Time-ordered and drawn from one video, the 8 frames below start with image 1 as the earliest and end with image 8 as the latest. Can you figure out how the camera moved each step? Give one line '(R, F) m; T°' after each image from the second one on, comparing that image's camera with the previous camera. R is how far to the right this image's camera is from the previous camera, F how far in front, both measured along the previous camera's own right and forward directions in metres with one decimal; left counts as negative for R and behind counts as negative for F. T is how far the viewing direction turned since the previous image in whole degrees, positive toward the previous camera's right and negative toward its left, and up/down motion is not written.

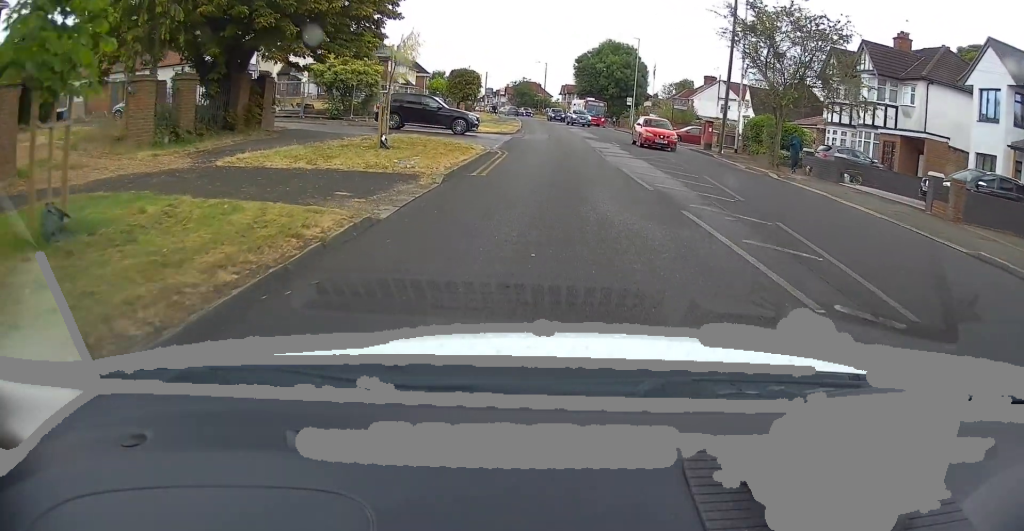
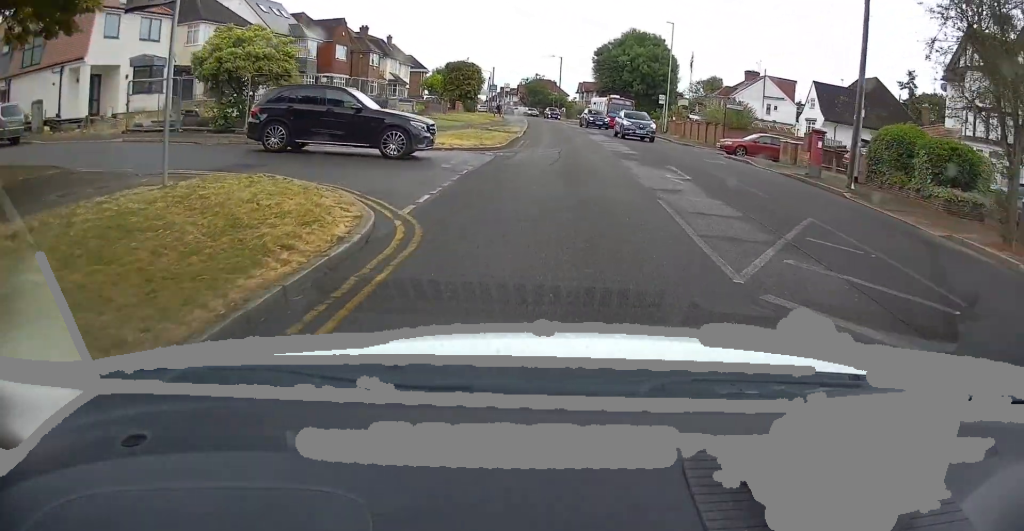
(-0.1, +13.2) m; -1°
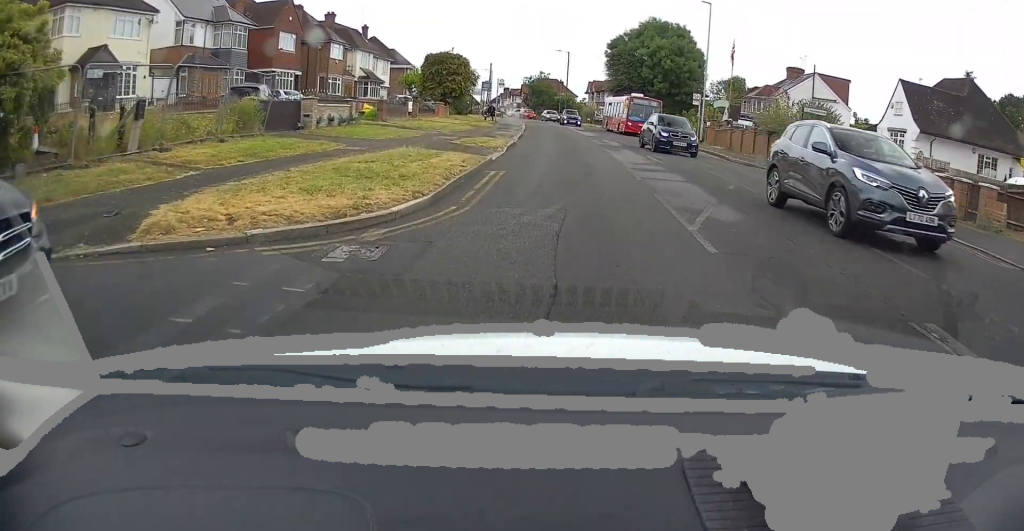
(0.0, +13.0) m; 0°
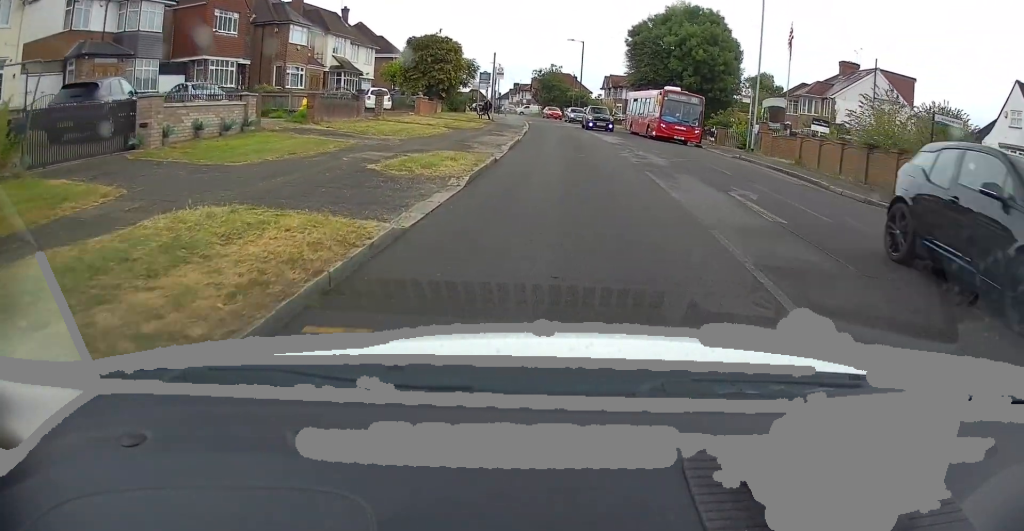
(0.0, +10.3) m; 0°
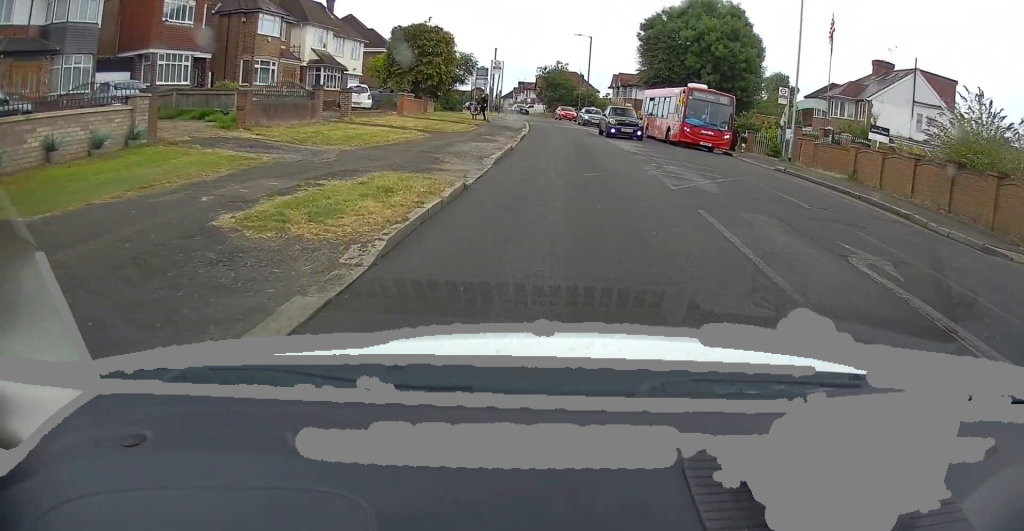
(0.0, +5.7) m; 0°
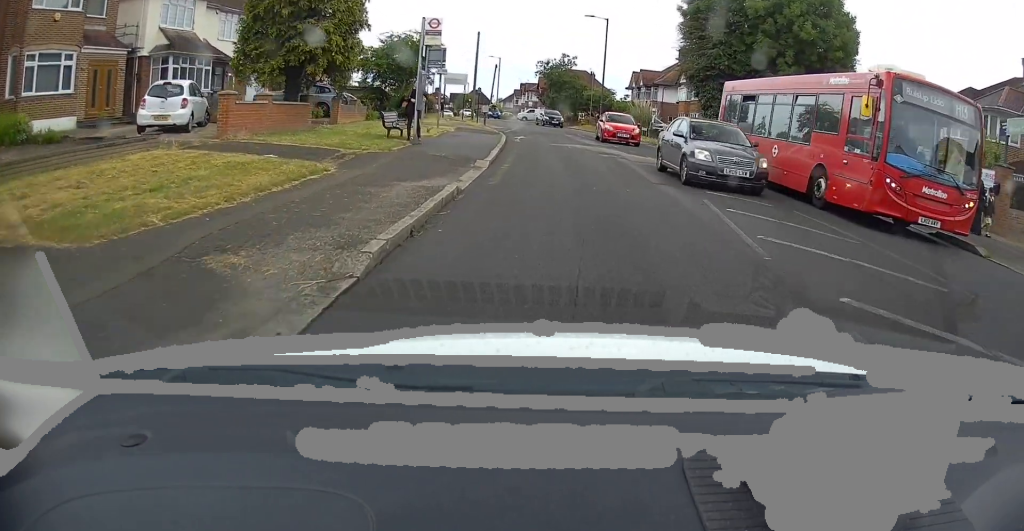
(-0.8, +18.2) m; -5°
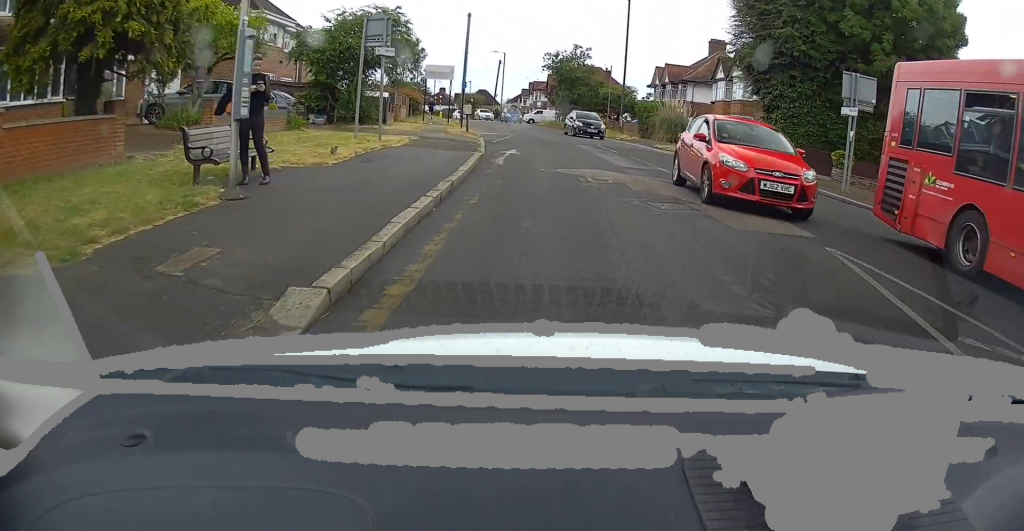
(-0.2, +10.5) m; +2°
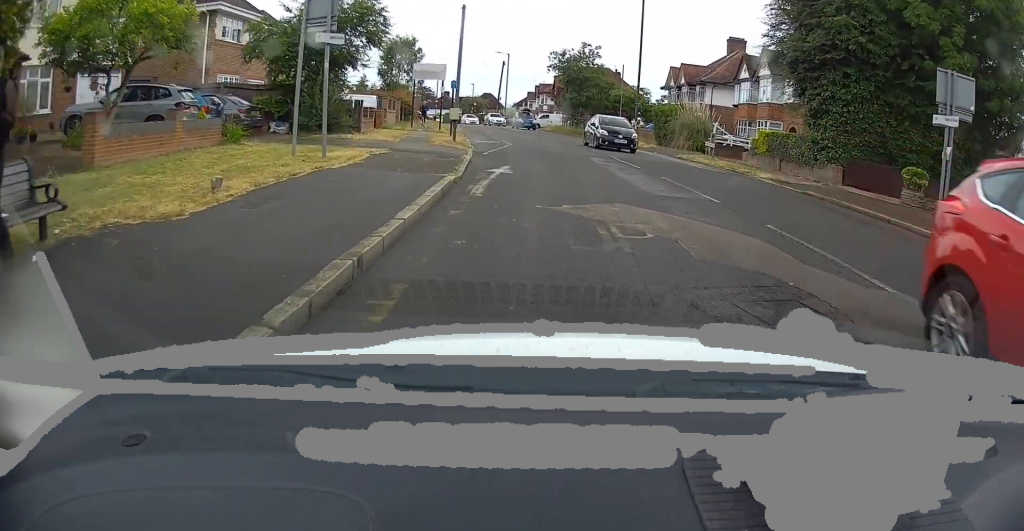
(+0.2, +4.7) m; -1°
